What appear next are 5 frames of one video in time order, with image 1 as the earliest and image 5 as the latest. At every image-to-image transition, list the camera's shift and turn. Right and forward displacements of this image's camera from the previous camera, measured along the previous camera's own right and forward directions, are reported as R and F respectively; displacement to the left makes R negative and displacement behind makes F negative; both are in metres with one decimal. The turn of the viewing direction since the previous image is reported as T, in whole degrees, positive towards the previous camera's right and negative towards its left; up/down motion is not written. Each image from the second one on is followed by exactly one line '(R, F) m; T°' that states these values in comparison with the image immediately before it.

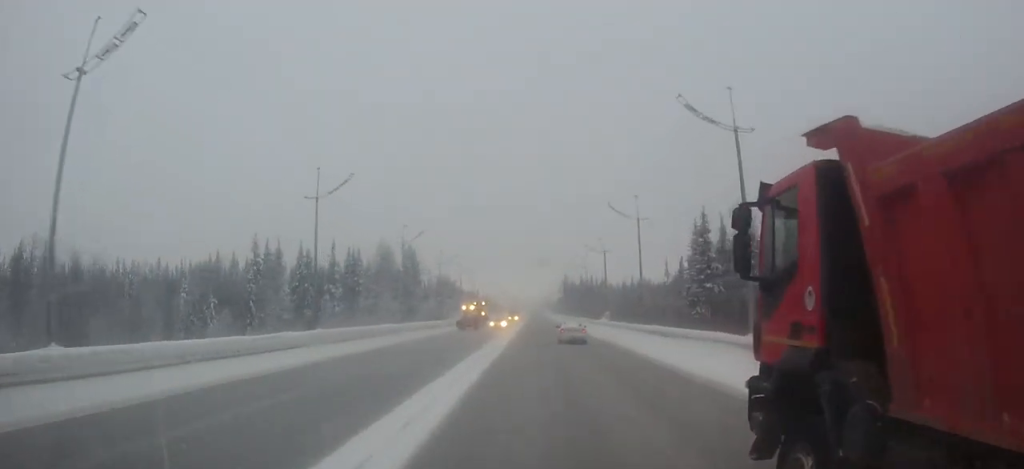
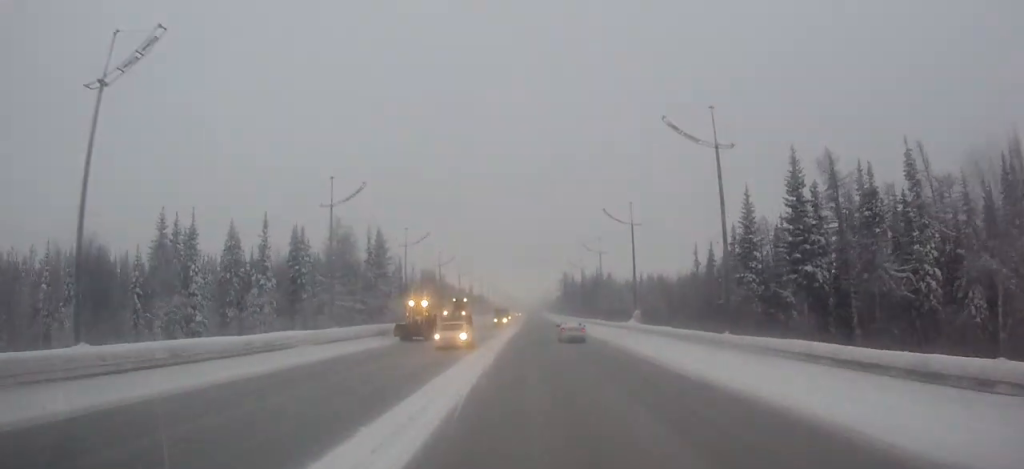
(+0.1, +22.0) m; +1°
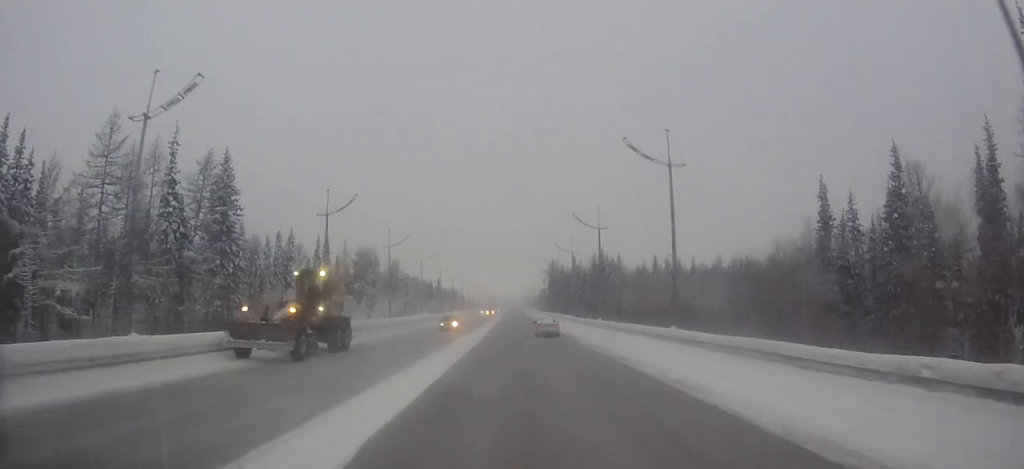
(+0.6, +45.2) m; +2°
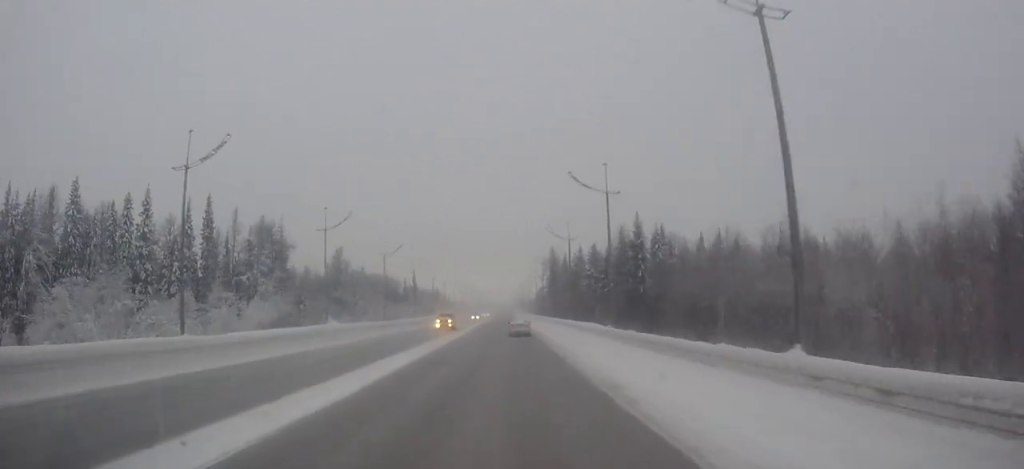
(0.0, +42.6) m; 0°
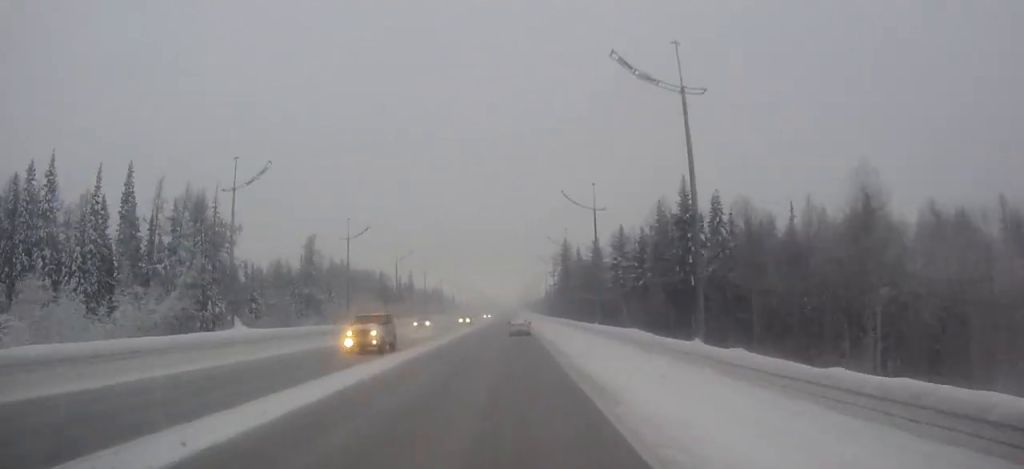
(-0.1, +18.5) m; -1°
